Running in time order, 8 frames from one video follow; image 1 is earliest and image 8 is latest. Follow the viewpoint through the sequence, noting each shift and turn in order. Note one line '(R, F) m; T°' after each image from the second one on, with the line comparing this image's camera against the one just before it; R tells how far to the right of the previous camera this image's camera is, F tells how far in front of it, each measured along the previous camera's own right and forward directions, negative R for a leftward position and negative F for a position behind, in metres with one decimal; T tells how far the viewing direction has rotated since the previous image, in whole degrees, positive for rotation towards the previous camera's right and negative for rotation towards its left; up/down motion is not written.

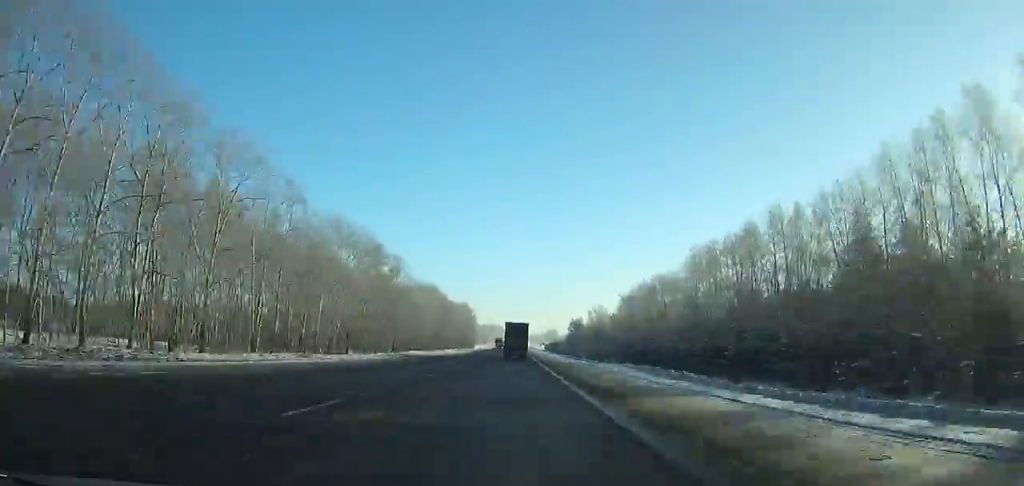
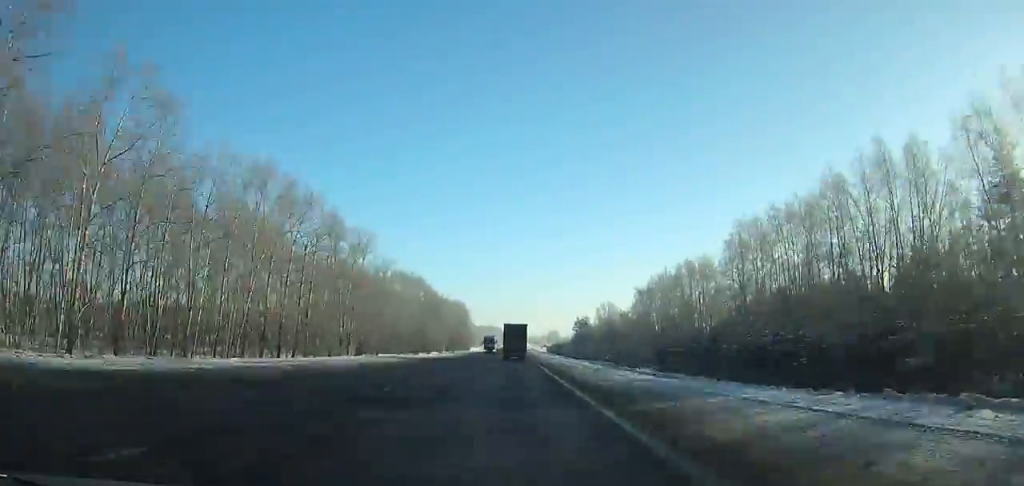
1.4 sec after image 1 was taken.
(+0.2, +30.4) m; 0°
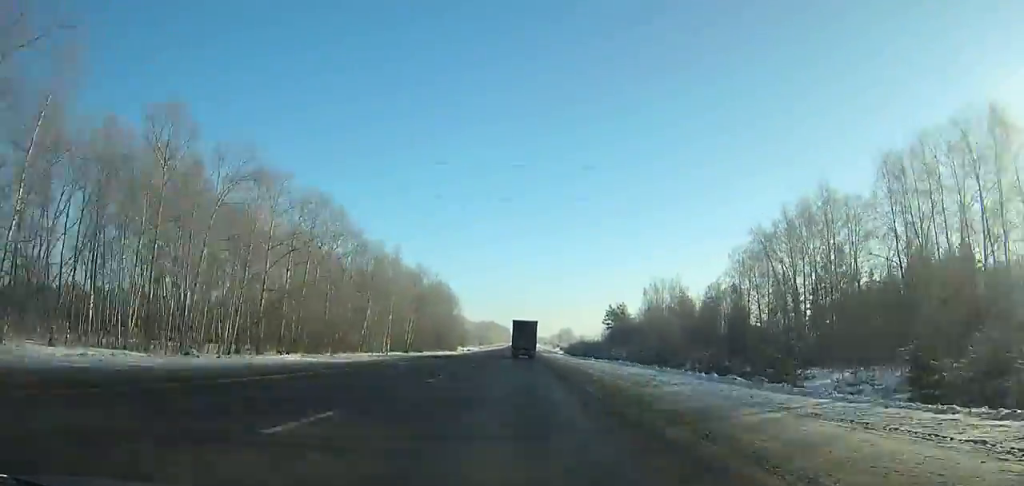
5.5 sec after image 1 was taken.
(-0.8, +91.0) m; 0°
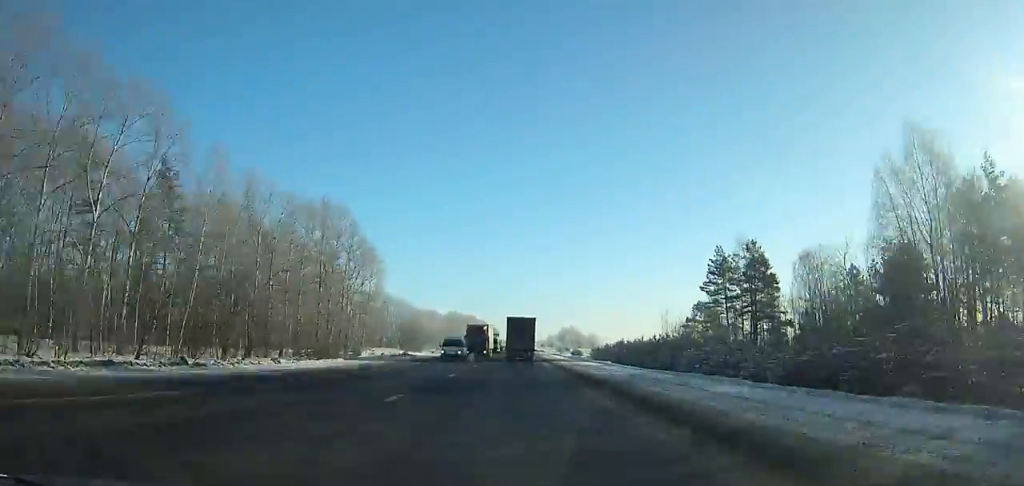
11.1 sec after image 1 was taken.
(+1.5, +124.6) m; +1°
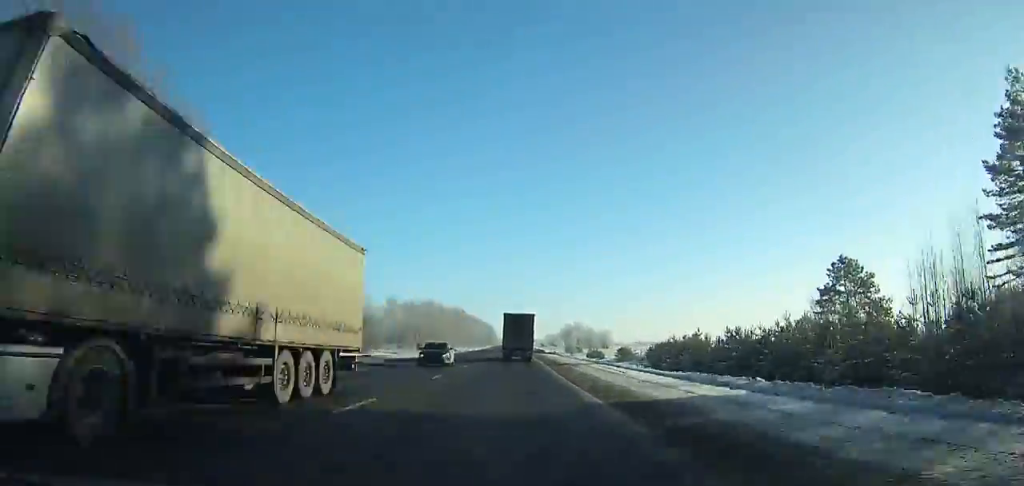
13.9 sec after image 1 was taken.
(+0.3, +61.5) m; 0°
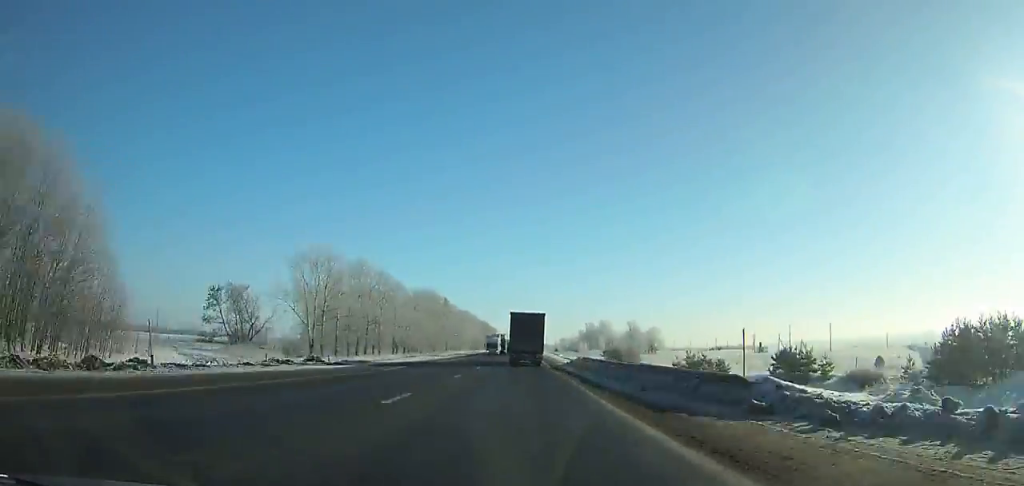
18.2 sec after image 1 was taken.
(-0.5, +92.7) m; 0°
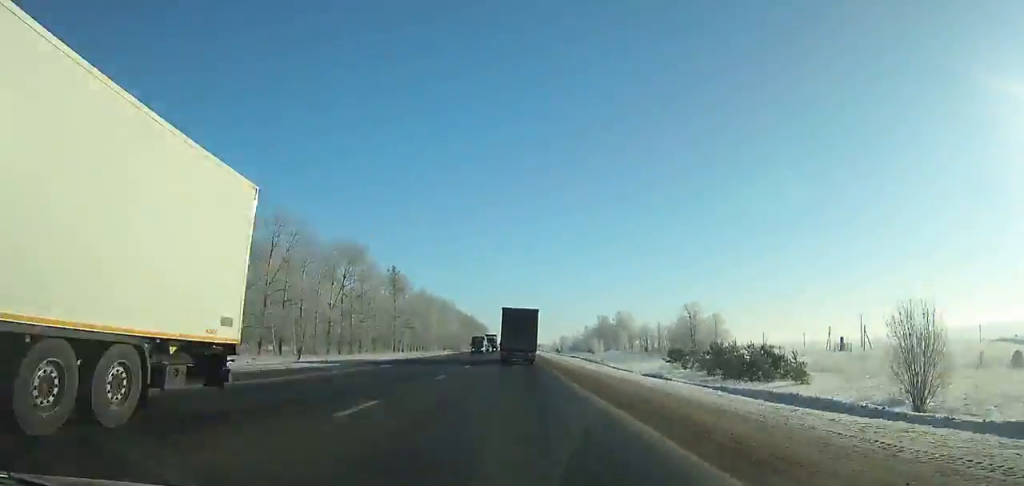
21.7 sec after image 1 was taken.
(0.0, +74.5) m; 0°
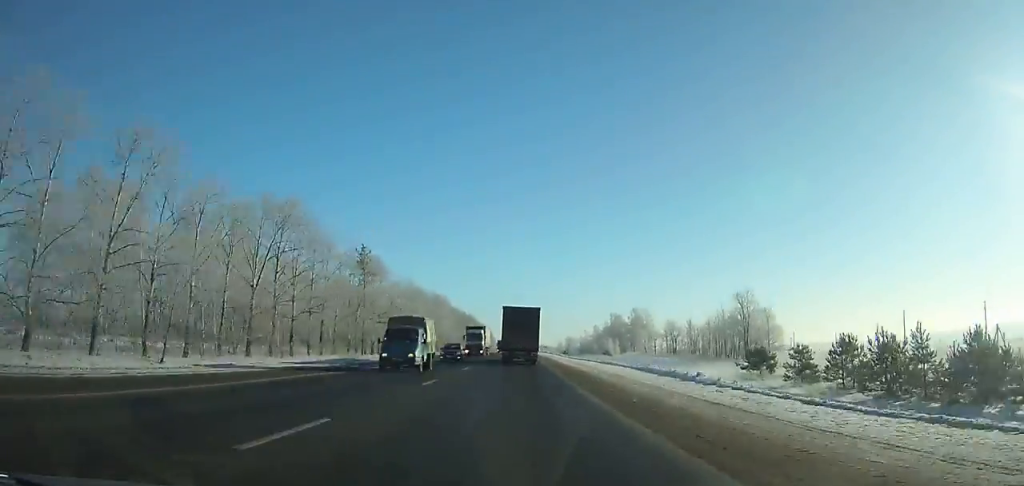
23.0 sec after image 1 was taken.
(0.0, +27.5) m; 0°
